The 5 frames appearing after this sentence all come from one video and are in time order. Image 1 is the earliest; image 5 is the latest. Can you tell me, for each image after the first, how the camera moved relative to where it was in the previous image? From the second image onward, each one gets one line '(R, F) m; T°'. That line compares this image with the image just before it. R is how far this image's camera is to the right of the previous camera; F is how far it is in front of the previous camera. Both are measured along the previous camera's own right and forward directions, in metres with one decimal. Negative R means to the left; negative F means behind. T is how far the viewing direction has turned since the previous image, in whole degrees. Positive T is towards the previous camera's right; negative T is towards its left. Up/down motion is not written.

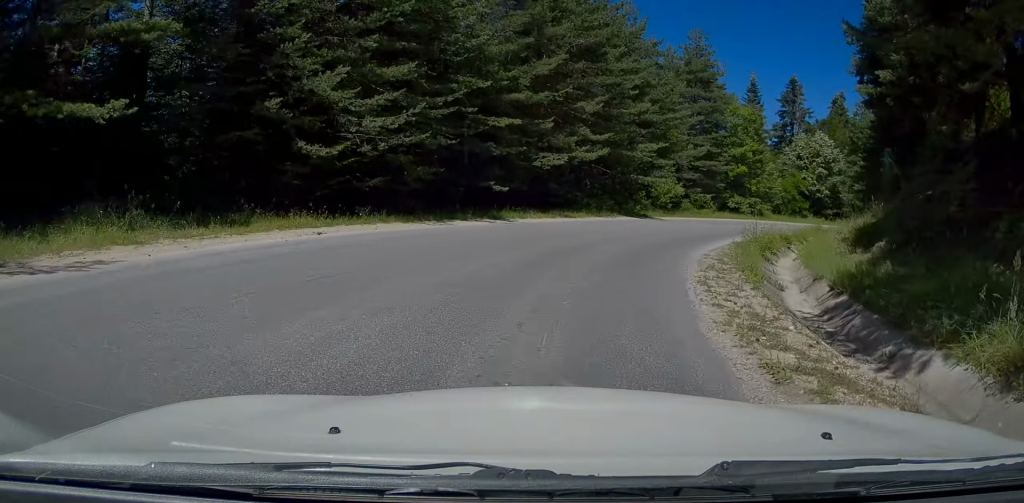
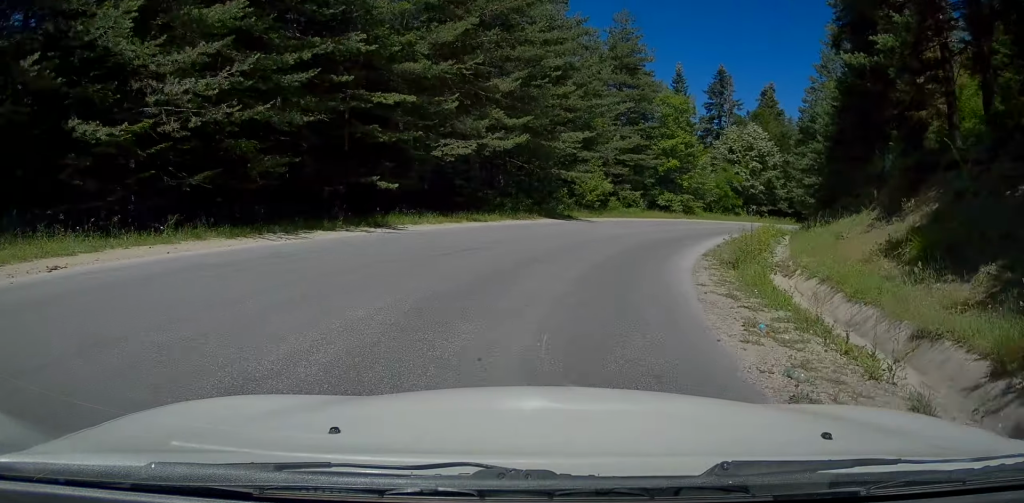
(-0.1, +6.0) m; +4°
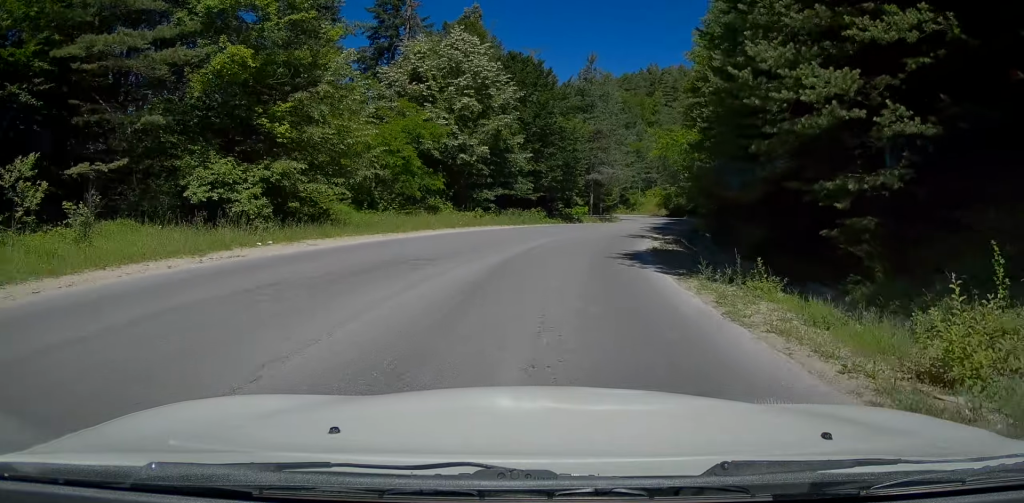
(+8.5, +34.0) m; +23°
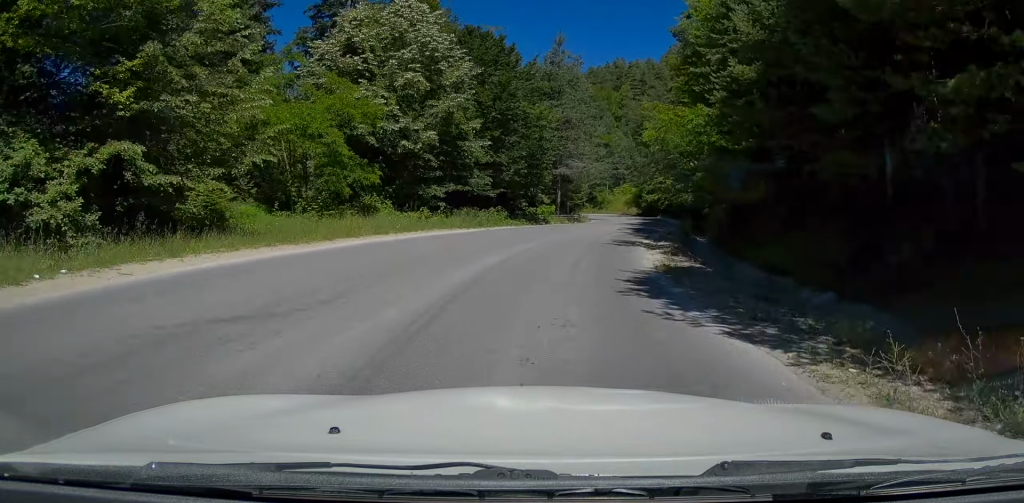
(+0.3, +5.9) m; +4°
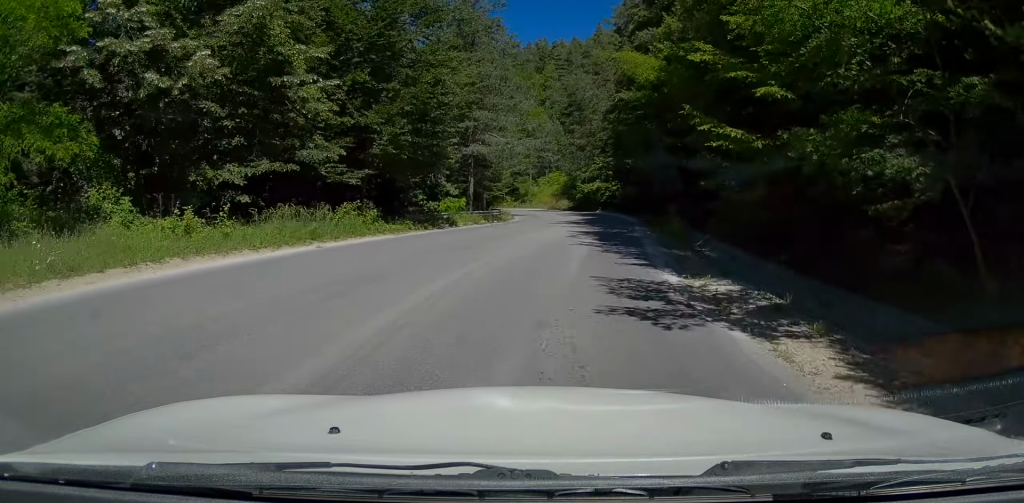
(+1.1, +13.8) m; +7°
